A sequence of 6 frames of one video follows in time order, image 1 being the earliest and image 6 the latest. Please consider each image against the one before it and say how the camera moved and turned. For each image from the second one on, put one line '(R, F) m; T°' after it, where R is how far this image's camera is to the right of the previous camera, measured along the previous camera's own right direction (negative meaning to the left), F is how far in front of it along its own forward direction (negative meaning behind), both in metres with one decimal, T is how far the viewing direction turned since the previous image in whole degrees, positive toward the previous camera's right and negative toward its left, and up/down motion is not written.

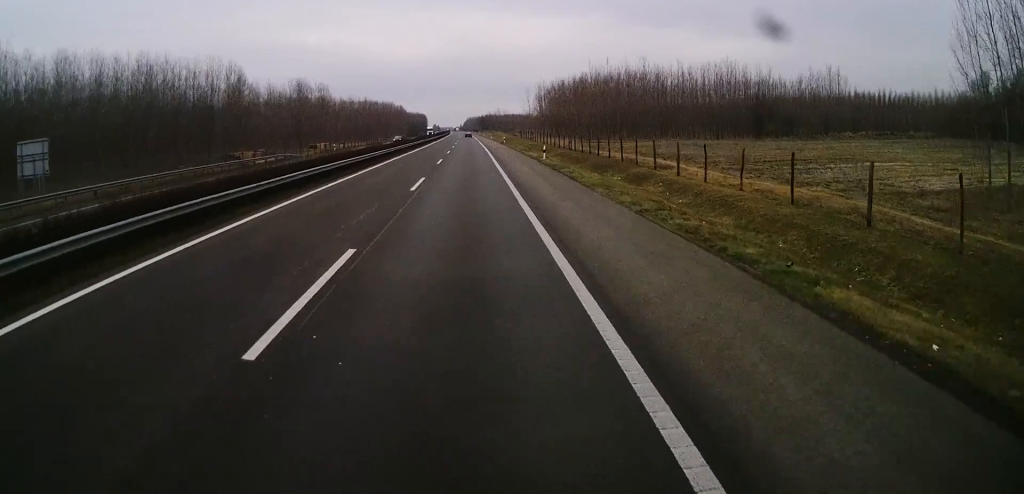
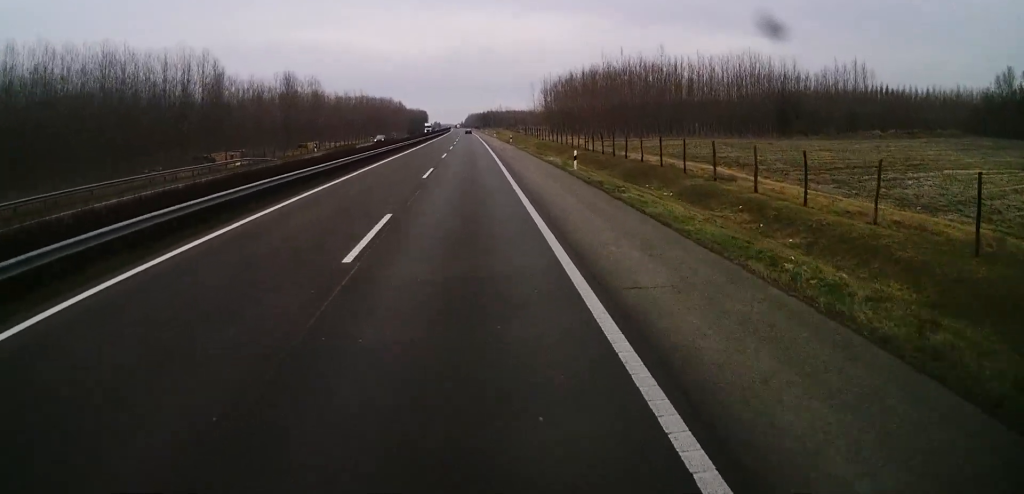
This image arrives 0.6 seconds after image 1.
(+0.3, +13.1) m; 0°
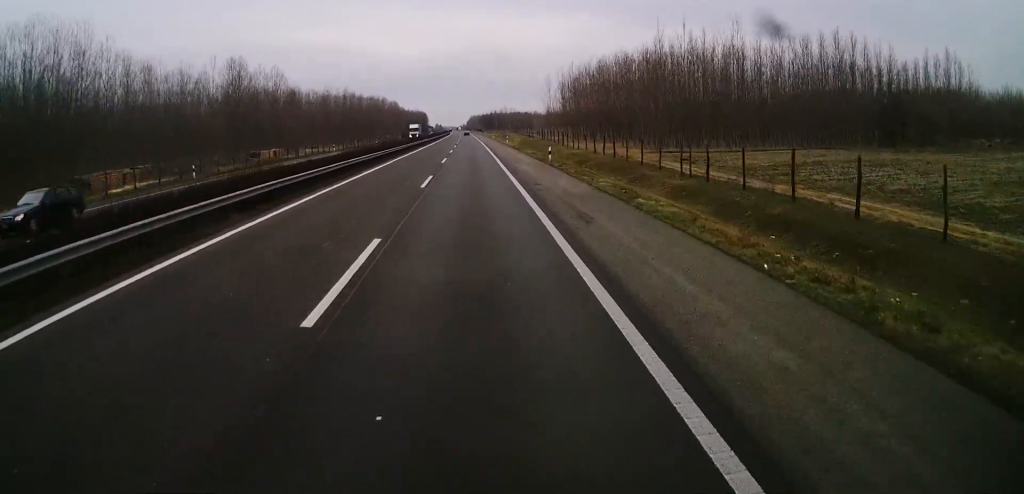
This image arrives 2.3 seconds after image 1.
(-0.5, +39.0) m; -1°
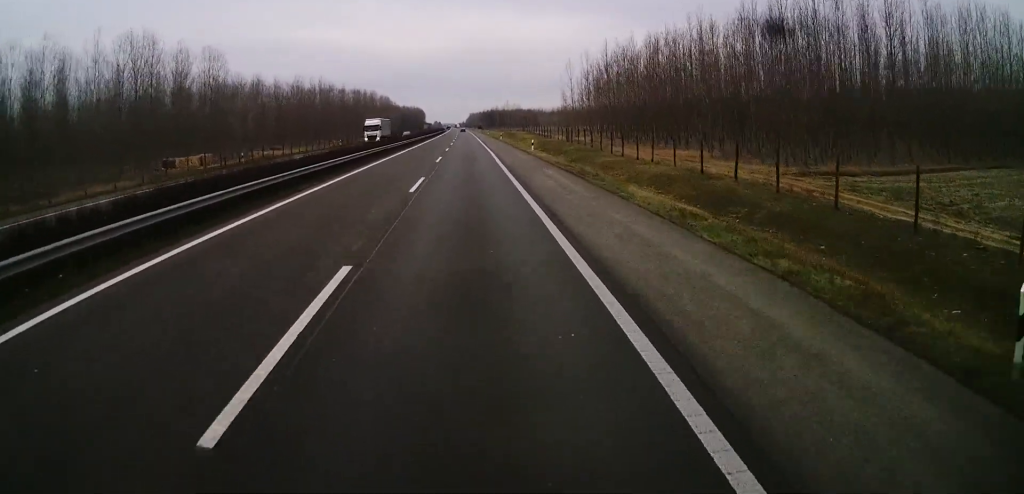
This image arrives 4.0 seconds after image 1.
(-0.4, +39.0) m; -1°
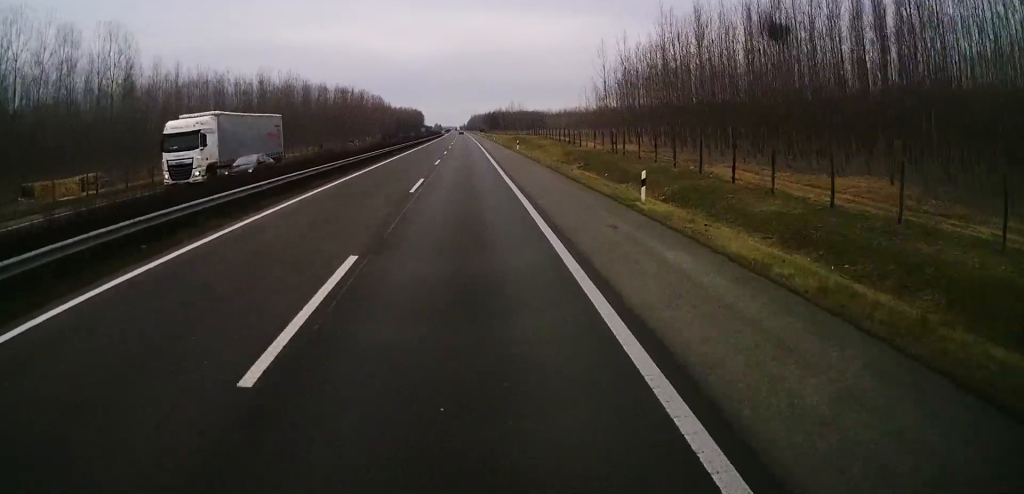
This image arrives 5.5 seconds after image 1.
(0.0, +34.5) m; +1°
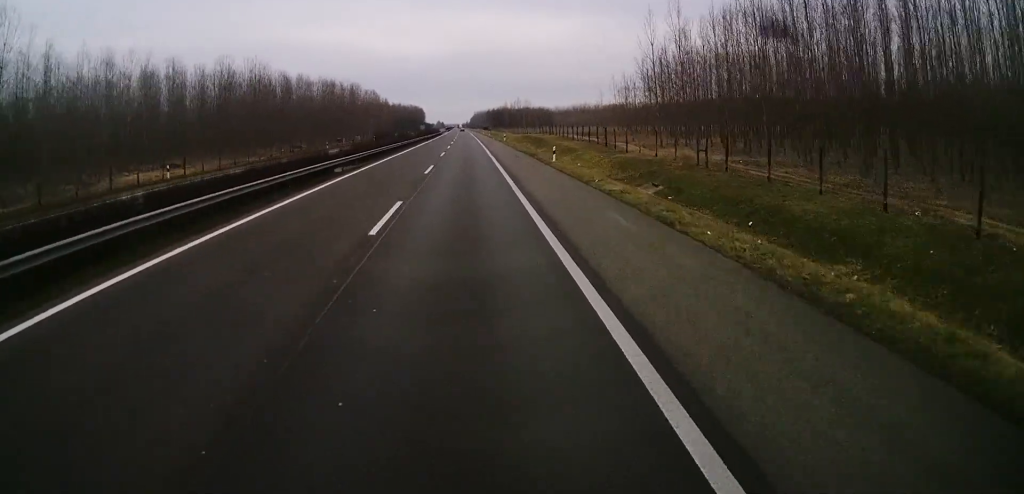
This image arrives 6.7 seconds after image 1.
(+0.4, +27.7) m; +1°
